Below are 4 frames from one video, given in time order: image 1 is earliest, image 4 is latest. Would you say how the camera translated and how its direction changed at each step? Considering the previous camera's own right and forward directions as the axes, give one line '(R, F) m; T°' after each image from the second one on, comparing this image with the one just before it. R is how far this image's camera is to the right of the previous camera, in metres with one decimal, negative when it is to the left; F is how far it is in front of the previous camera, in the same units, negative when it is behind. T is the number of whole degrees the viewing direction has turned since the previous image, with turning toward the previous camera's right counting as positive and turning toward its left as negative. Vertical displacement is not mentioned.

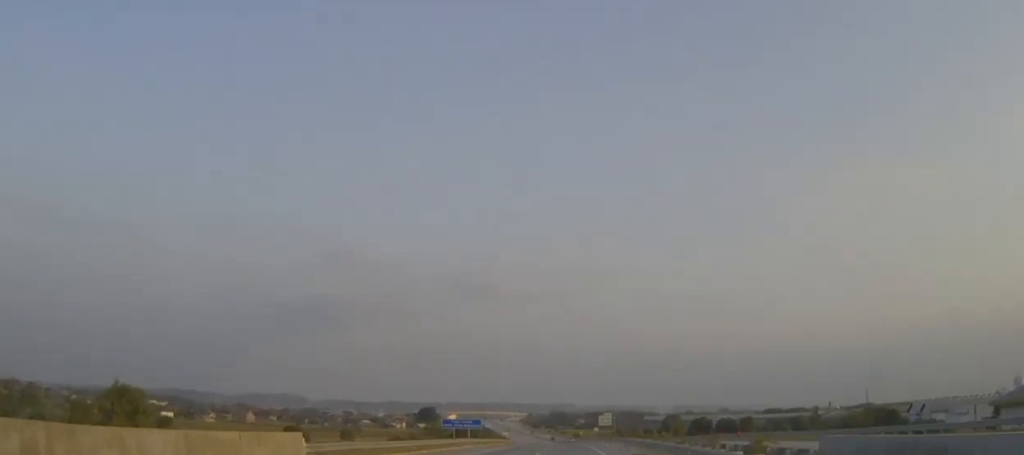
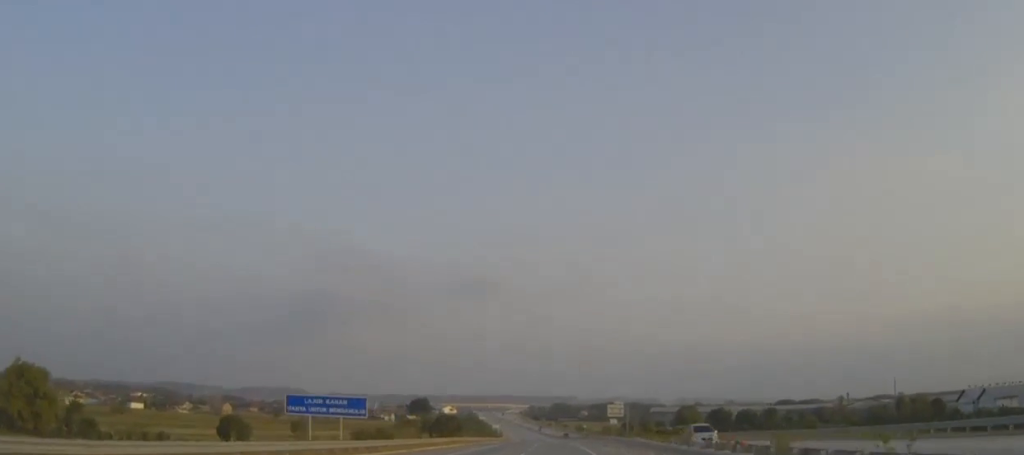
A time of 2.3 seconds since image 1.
(-0.4, +46.0) m; -1°
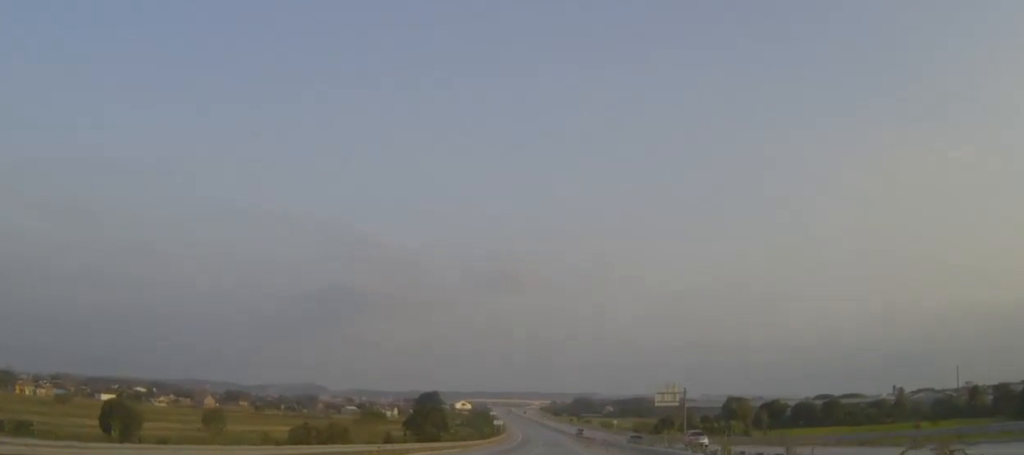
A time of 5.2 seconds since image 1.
(-0.7, +61.7) m; -1°
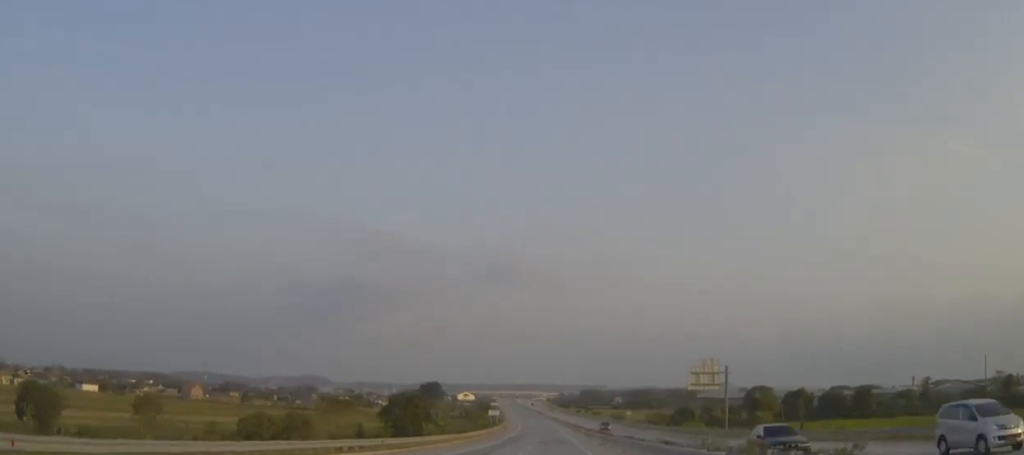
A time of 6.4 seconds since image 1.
(0.0, +27.0) m; -1°
